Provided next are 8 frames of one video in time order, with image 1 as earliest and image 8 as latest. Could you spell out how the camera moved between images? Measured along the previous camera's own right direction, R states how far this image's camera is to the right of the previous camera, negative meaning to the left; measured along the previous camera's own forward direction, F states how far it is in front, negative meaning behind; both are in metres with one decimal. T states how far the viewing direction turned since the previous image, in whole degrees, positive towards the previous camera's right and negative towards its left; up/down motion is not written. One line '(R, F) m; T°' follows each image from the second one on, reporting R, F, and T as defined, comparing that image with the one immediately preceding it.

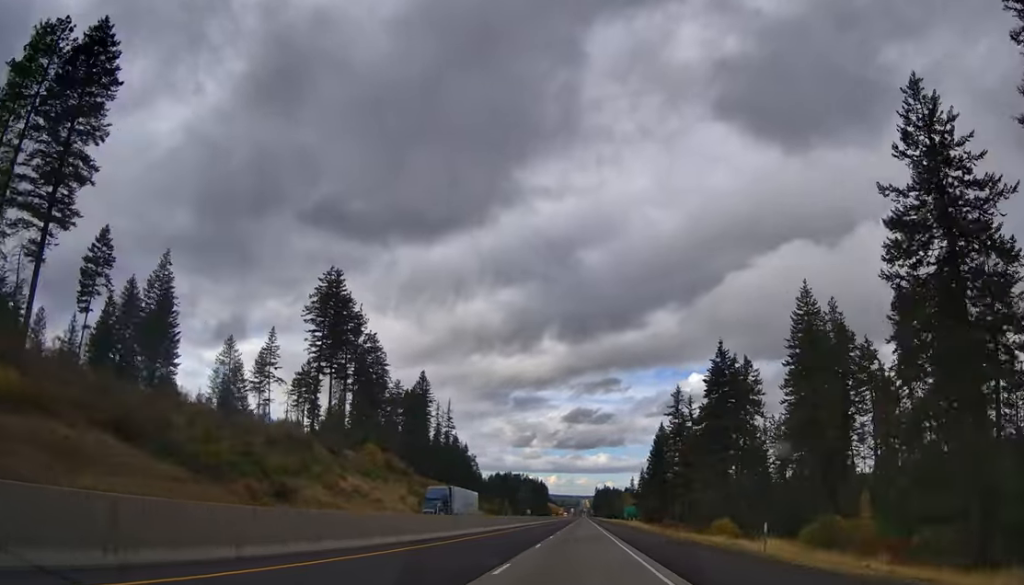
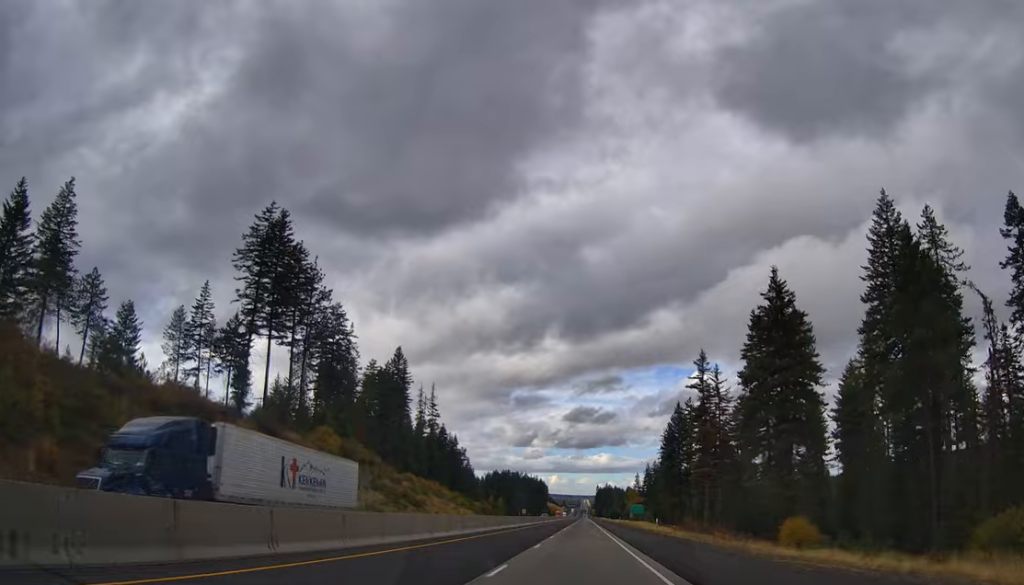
(-0.2, +24.9) m; 0°
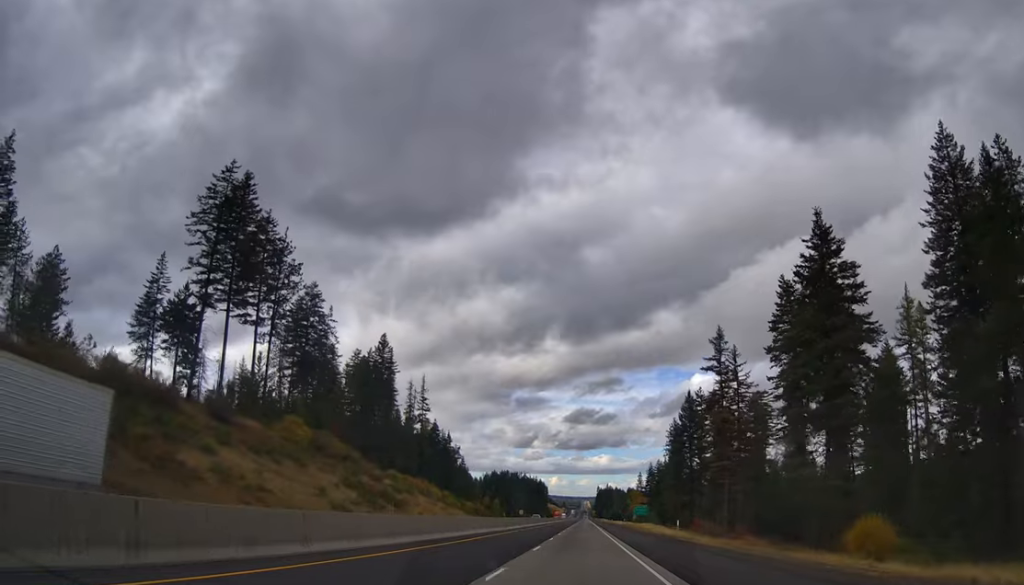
(+0.1, +12.4) m; +1°
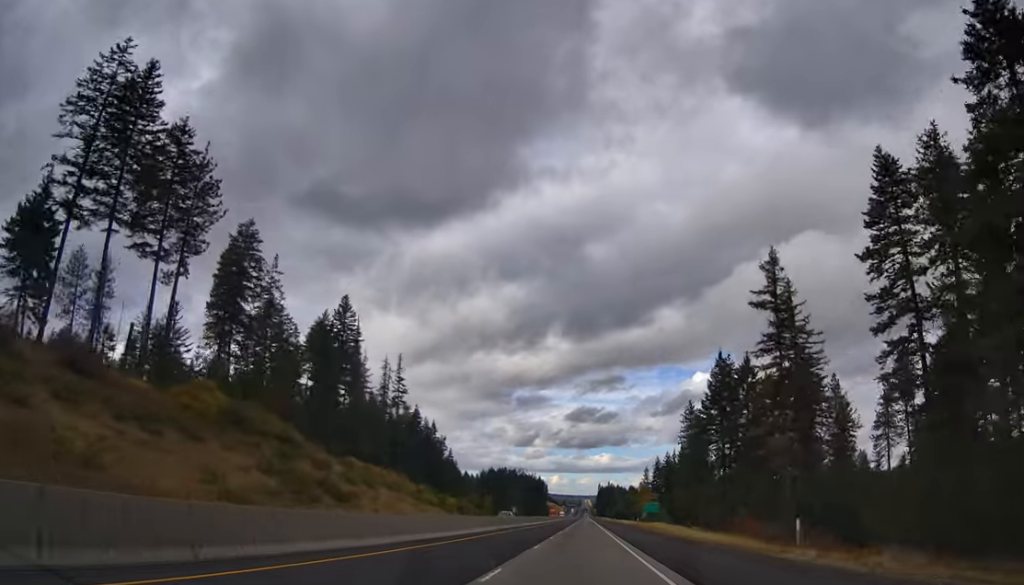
(+0.3, +25.0) m; 0°
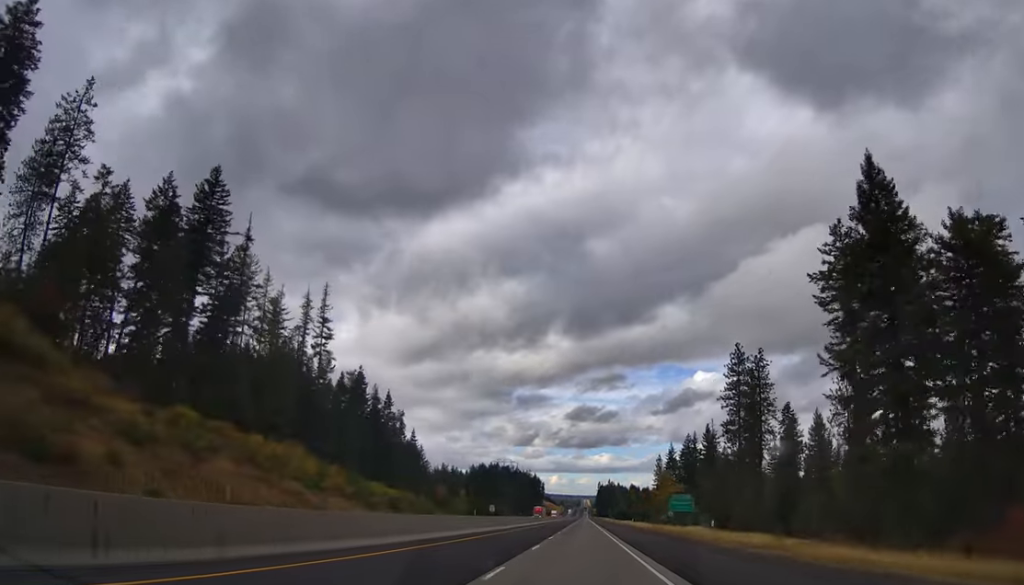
(-0.5, +48.3) m; 0°
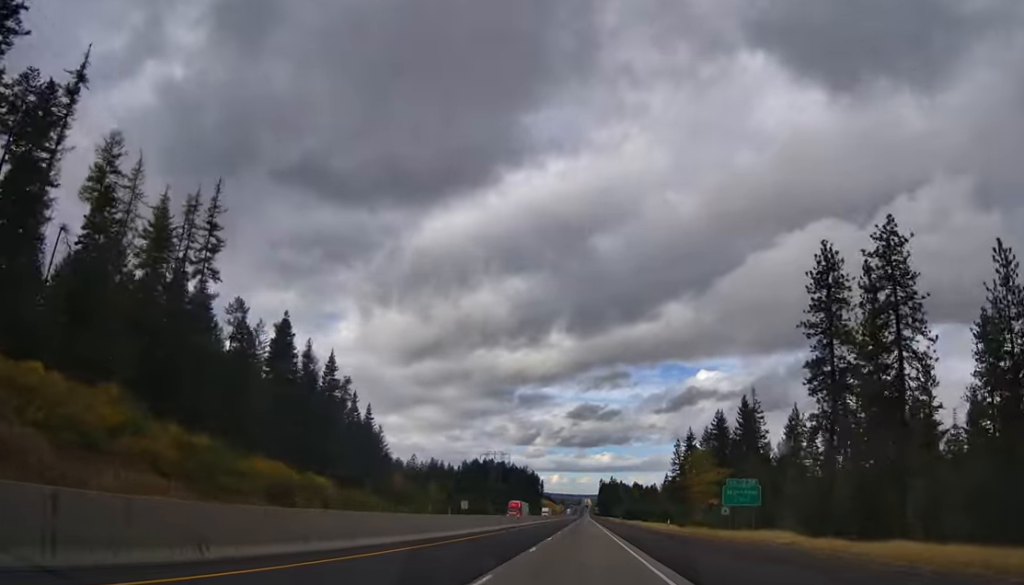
(+0.2, +38.9) m; 0°
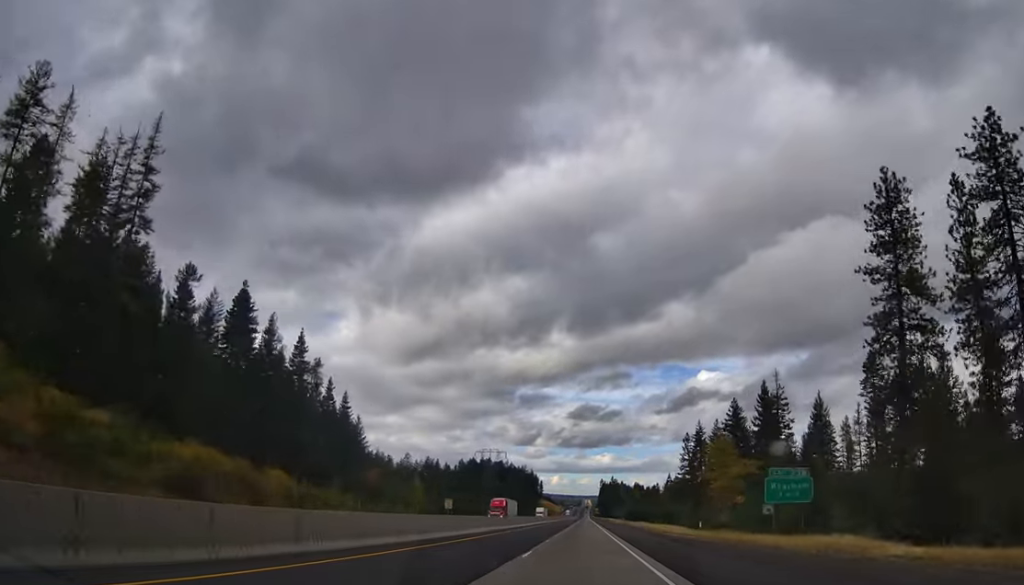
(-0.5, +14.7) m; 0°
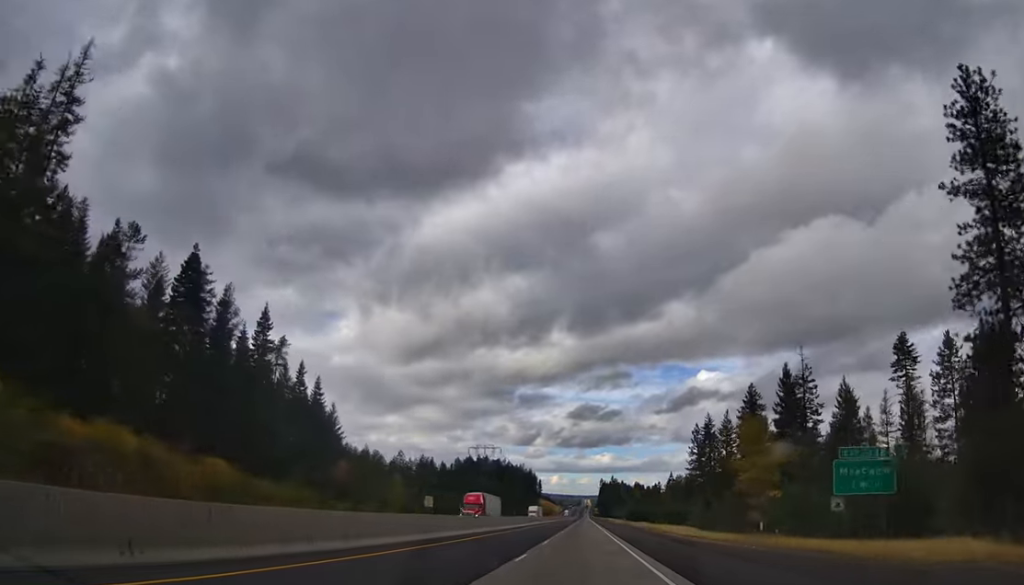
(+0.1, +13.7) m; 0°
